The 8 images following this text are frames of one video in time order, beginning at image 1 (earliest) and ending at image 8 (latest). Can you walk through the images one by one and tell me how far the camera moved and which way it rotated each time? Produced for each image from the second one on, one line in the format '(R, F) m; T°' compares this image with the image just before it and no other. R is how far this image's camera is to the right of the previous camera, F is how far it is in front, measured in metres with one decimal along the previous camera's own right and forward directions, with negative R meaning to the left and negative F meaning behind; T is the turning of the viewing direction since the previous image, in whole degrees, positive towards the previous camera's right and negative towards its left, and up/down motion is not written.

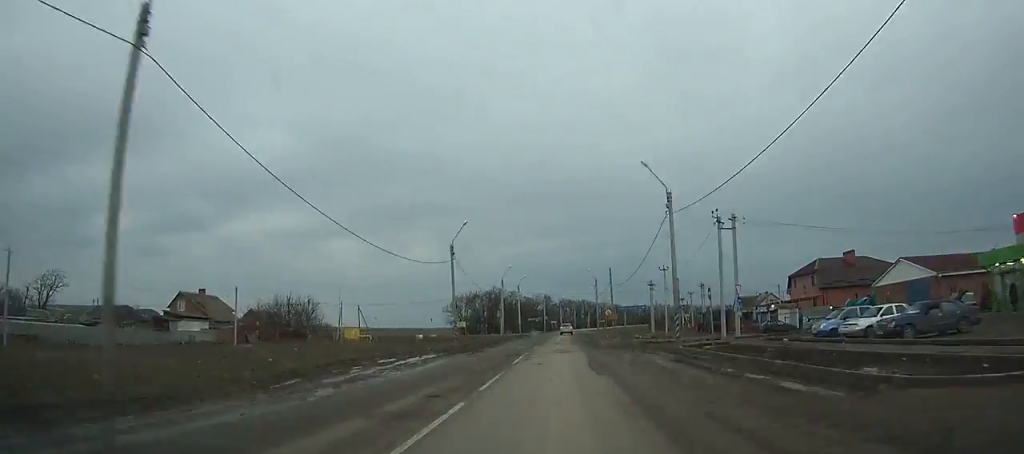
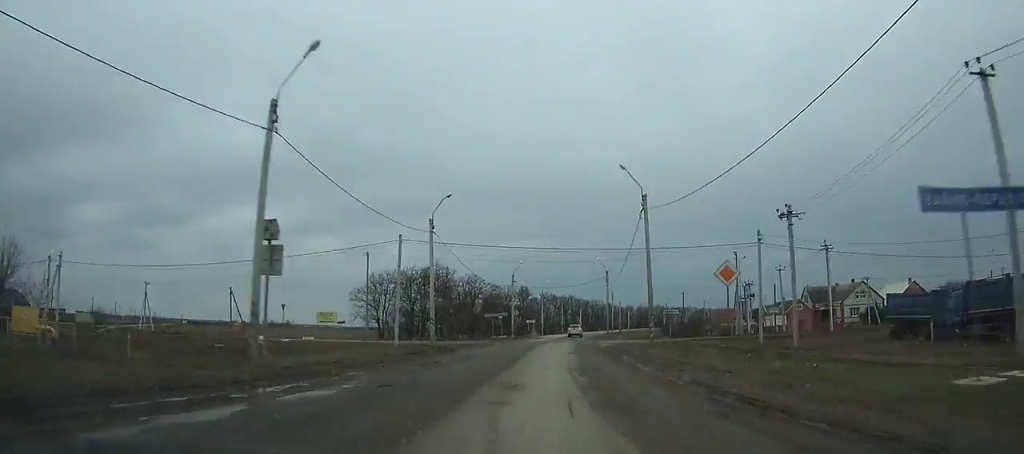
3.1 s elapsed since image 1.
(+0.5, +60.6) m; +2°
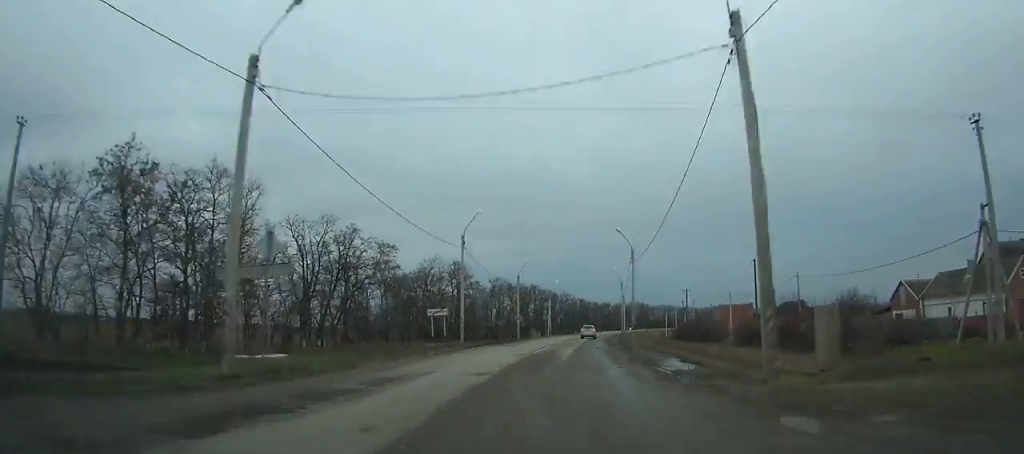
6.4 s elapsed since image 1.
(+1.5, +62.7) m; +4°
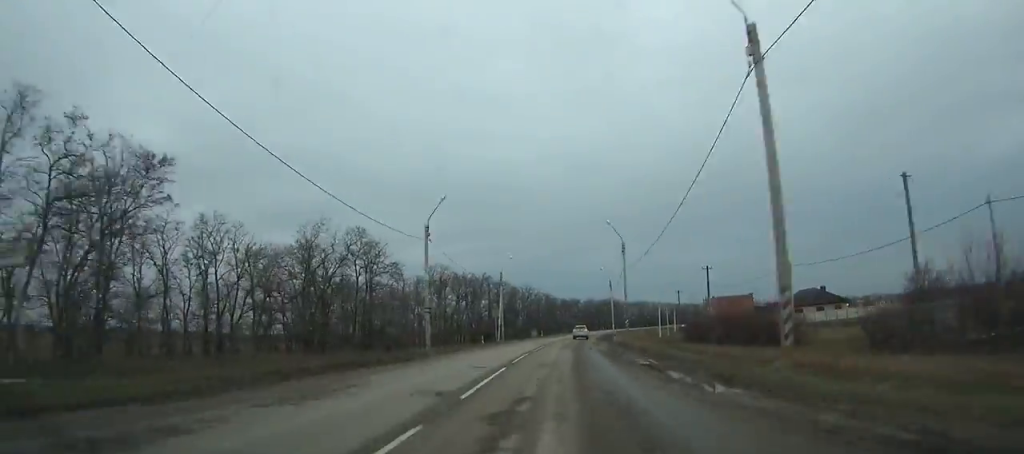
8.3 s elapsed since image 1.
(+1.2, +35.6) m; +3°
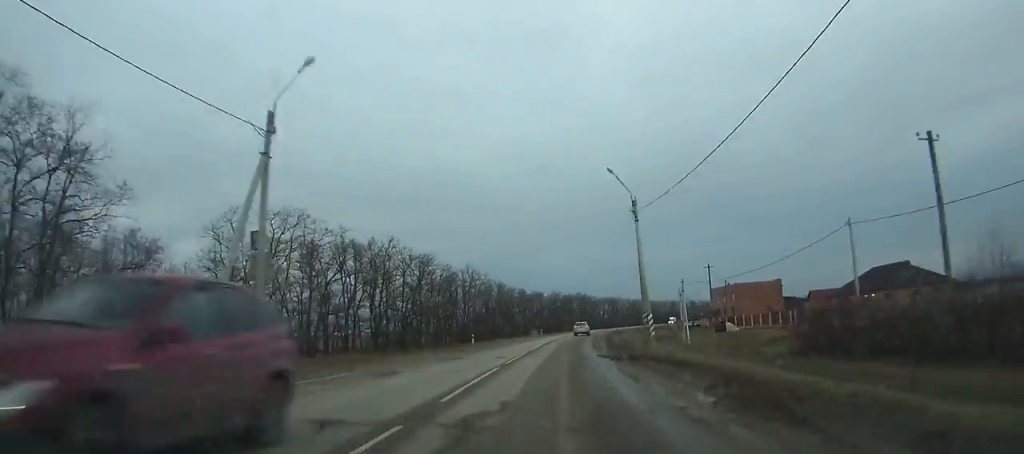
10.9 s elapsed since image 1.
(+1.7, +48.5) m; +4°
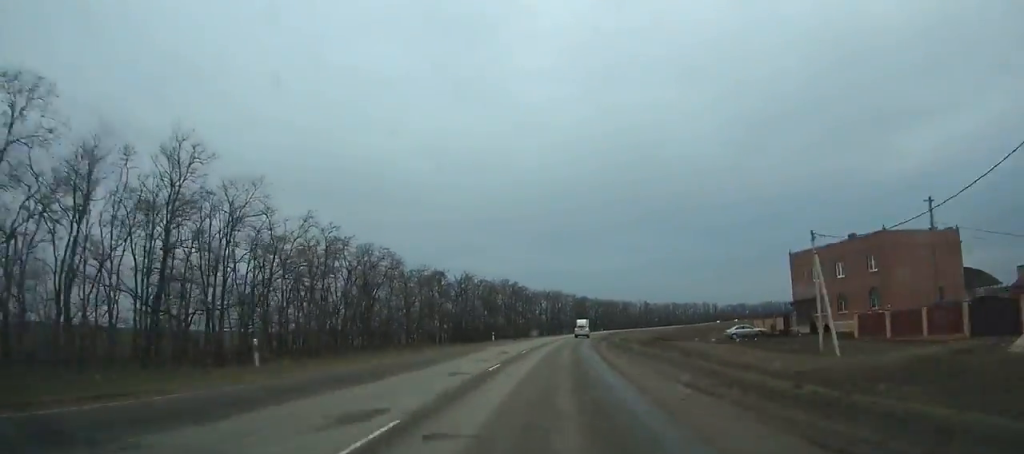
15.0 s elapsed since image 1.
(+4.4, +77.2) m; +7°
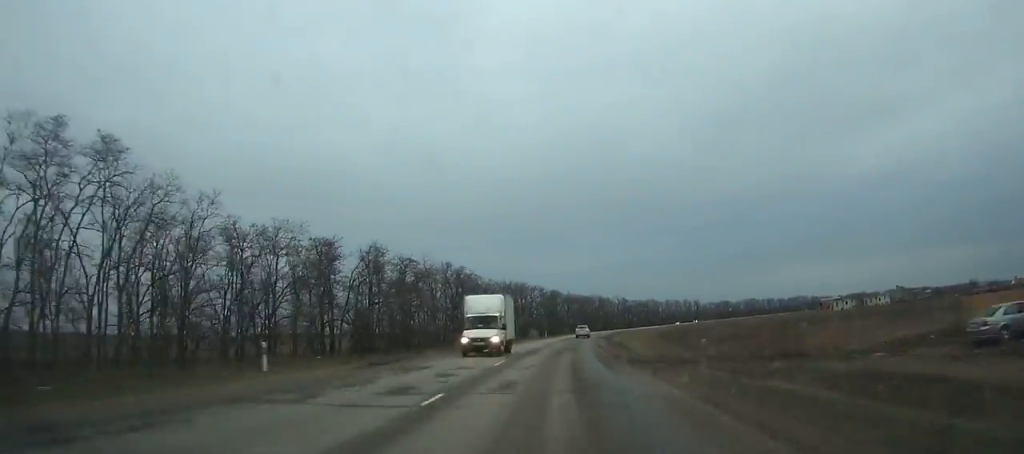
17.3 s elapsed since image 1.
(+1.4, +44.7) m; +4°
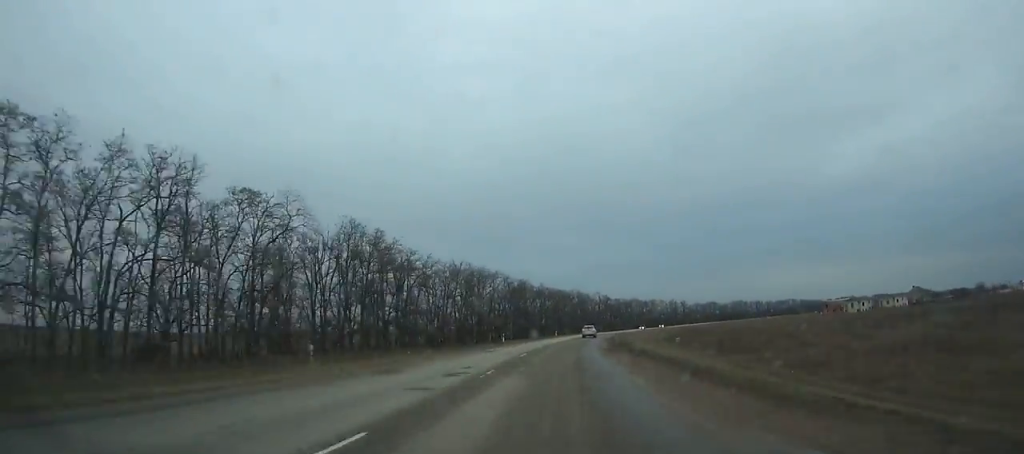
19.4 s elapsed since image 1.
(+0.8, +41.6) m; +3°
